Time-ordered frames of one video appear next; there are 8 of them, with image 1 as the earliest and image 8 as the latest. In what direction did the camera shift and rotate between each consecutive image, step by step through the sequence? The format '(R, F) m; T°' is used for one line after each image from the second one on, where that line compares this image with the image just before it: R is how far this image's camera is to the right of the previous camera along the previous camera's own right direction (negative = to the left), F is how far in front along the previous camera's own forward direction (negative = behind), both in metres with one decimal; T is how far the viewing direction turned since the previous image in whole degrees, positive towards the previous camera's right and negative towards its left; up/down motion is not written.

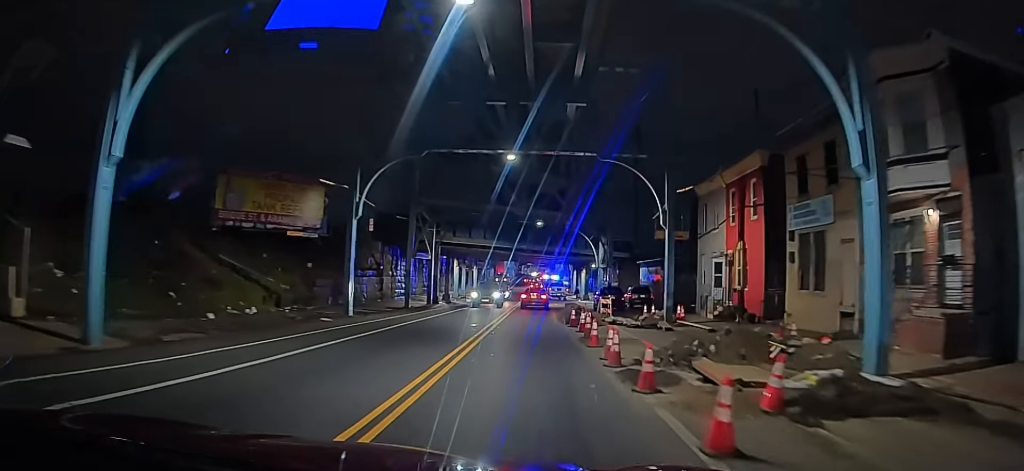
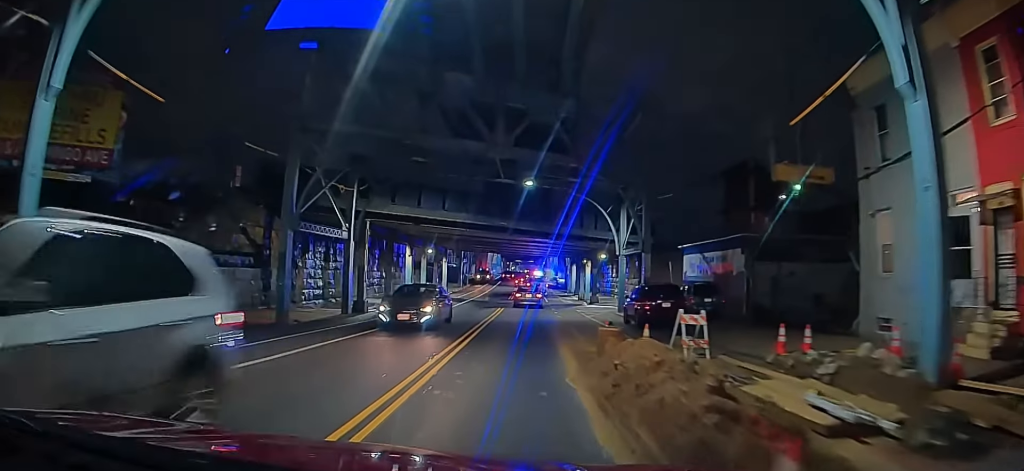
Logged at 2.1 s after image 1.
(0.0, +18.8) m; +1°
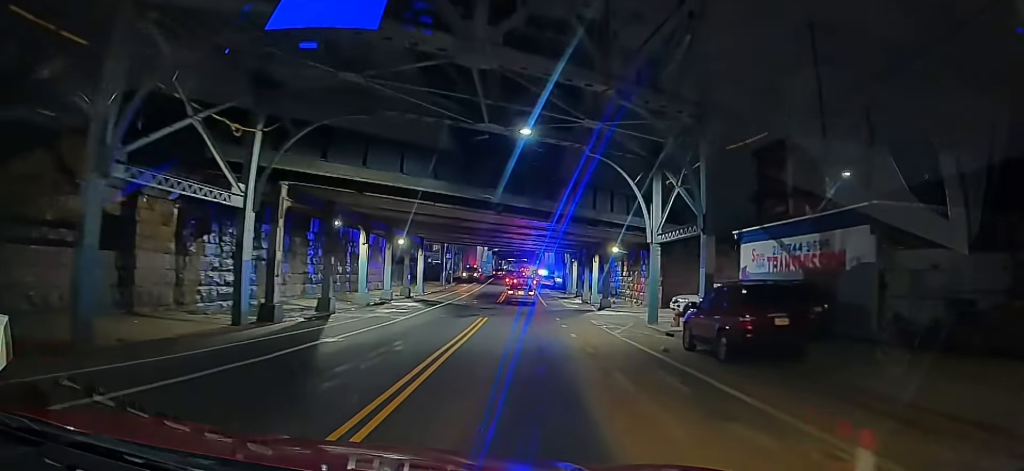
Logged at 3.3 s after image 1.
(+0.1, +9.7) m; +1°
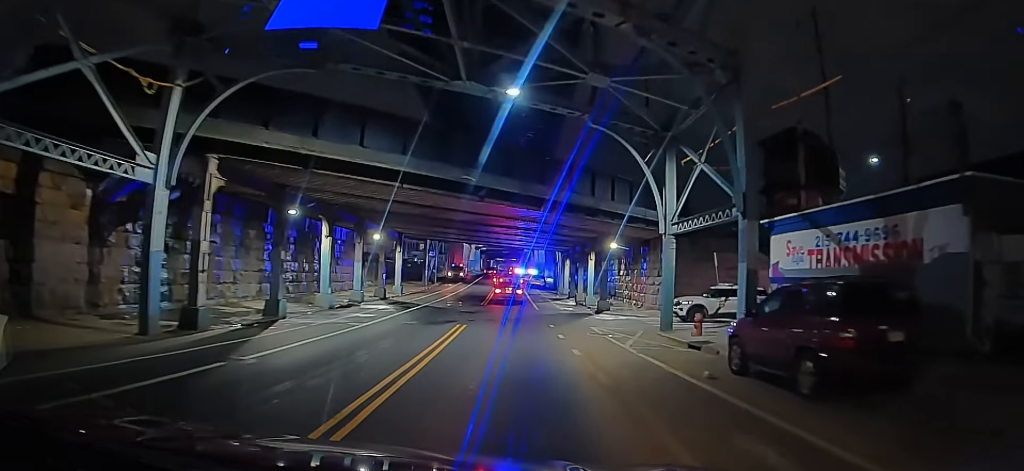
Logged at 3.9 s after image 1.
(0.0, +4.1) m; +1°
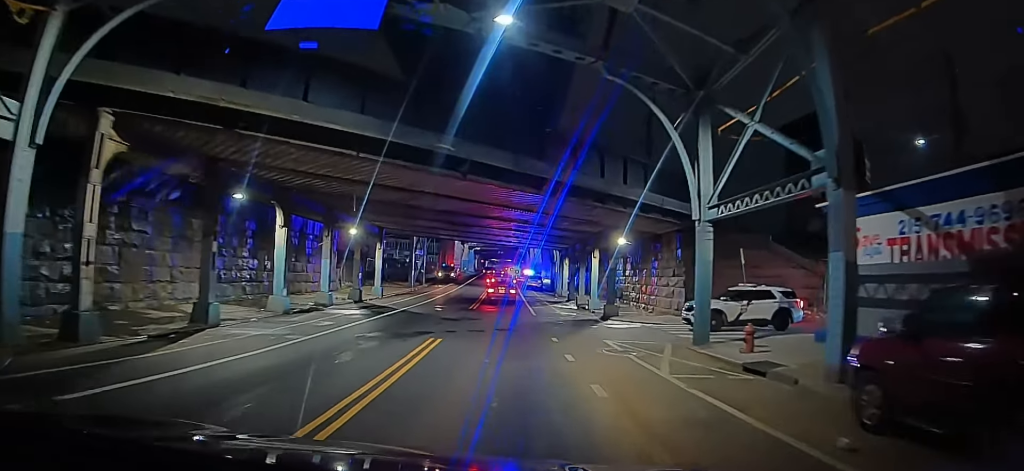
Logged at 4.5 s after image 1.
(0.0, +4.7) m; +2°
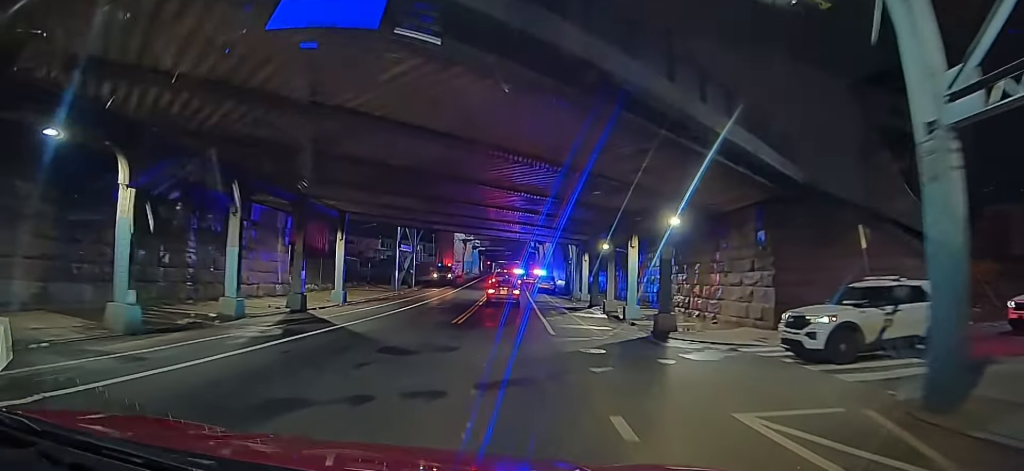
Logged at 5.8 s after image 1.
(+0.4, +9.0) m; +3°
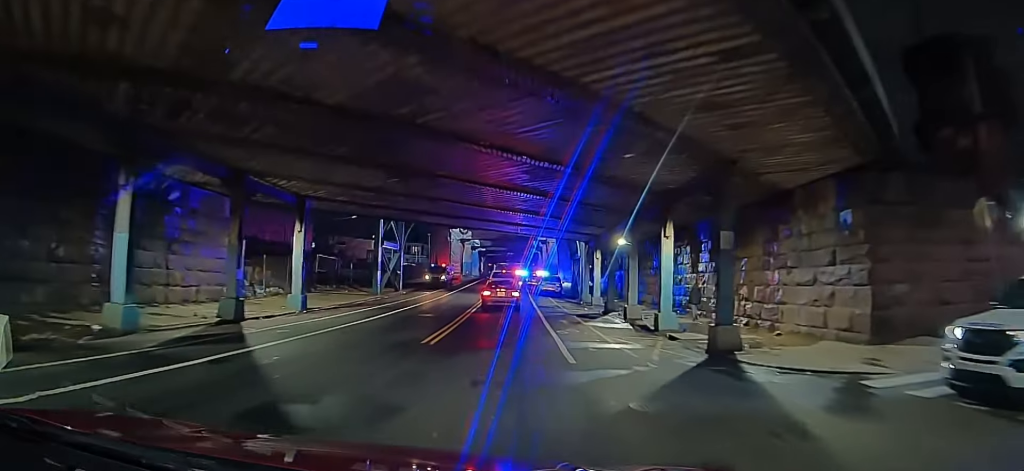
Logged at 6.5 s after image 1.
(0.0, +4.5) m; +1°
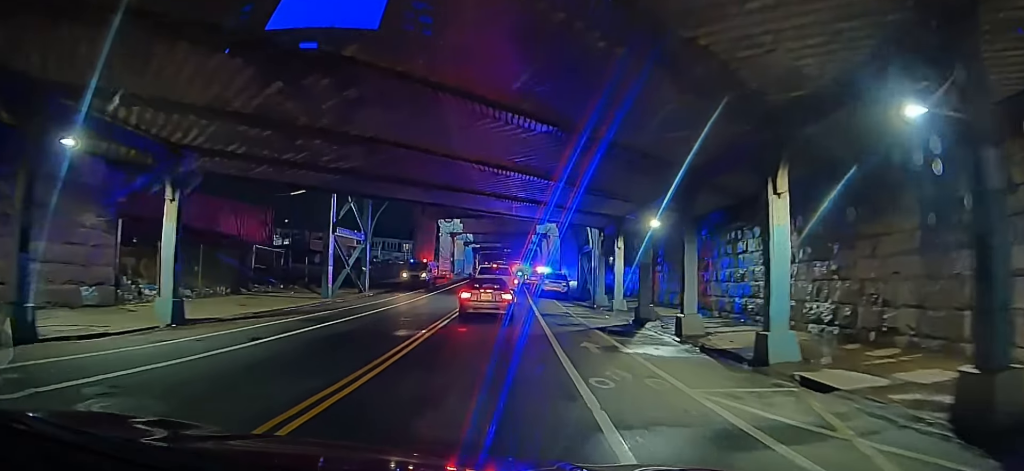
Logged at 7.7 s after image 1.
(+0.3, +7.0) m; +7°
